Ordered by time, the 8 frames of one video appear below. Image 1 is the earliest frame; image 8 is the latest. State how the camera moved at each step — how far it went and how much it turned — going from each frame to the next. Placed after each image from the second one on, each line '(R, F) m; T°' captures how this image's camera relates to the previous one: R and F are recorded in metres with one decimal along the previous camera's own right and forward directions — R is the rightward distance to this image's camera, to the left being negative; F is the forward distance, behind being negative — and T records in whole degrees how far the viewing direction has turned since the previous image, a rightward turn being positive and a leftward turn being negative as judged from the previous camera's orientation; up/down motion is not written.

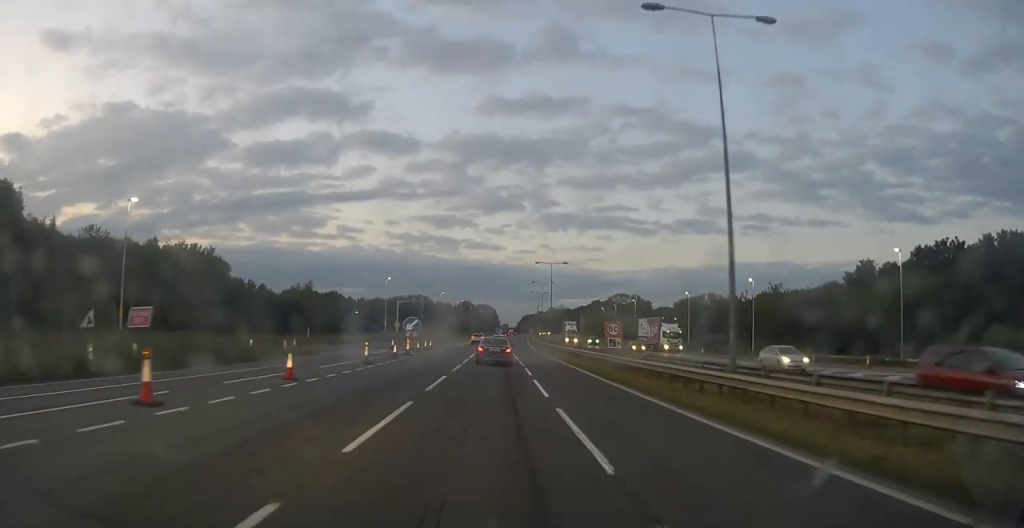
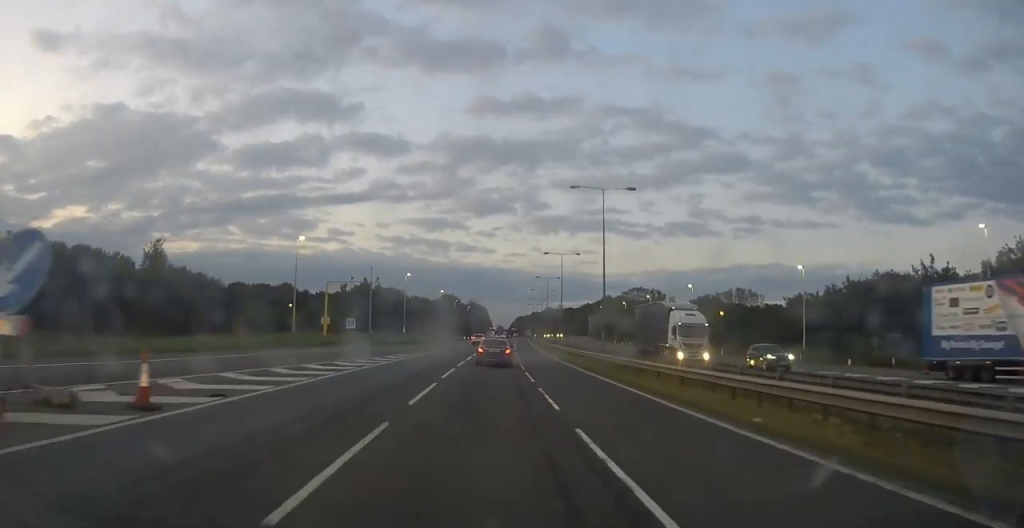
(+0.3, +48.2) m; +1°
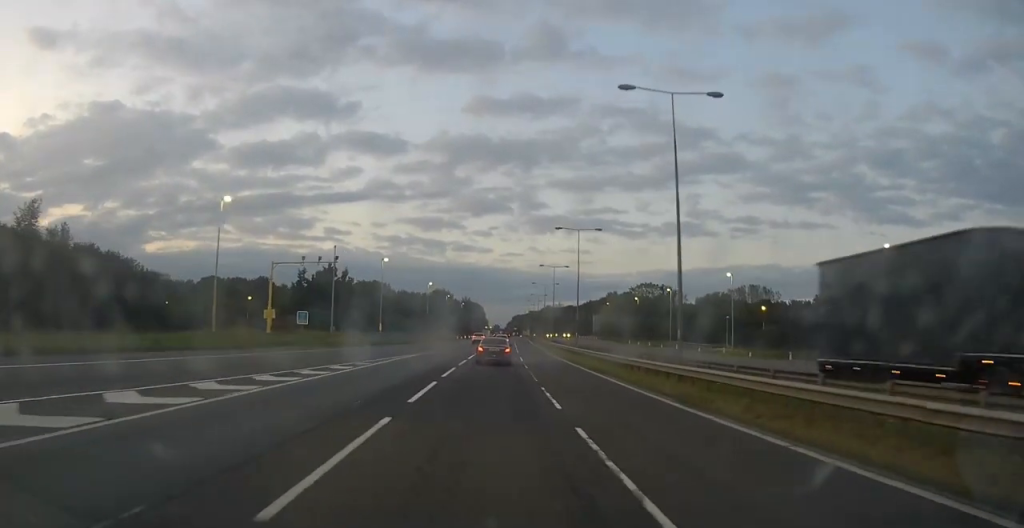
(0.0, +18.3) m; 0°
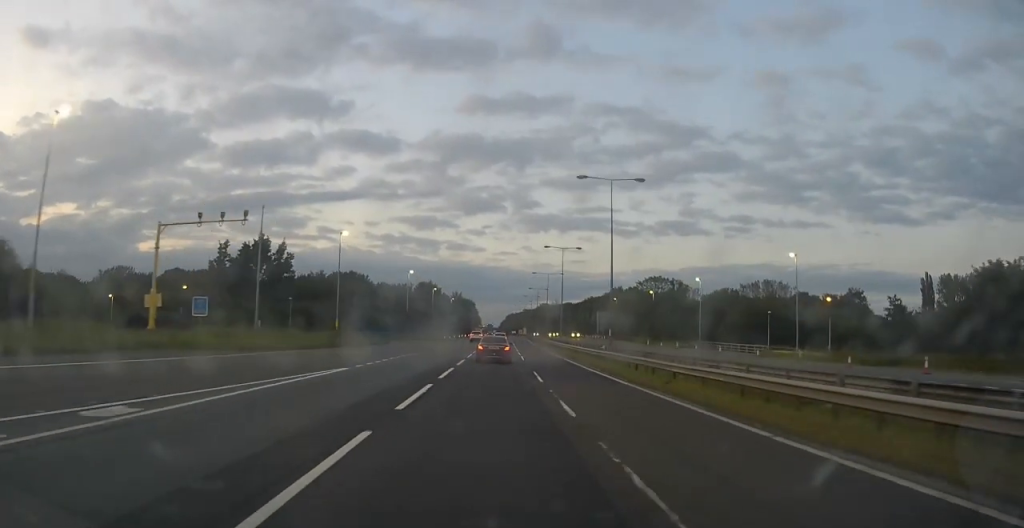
(+0.1, +19.8) m; 0°
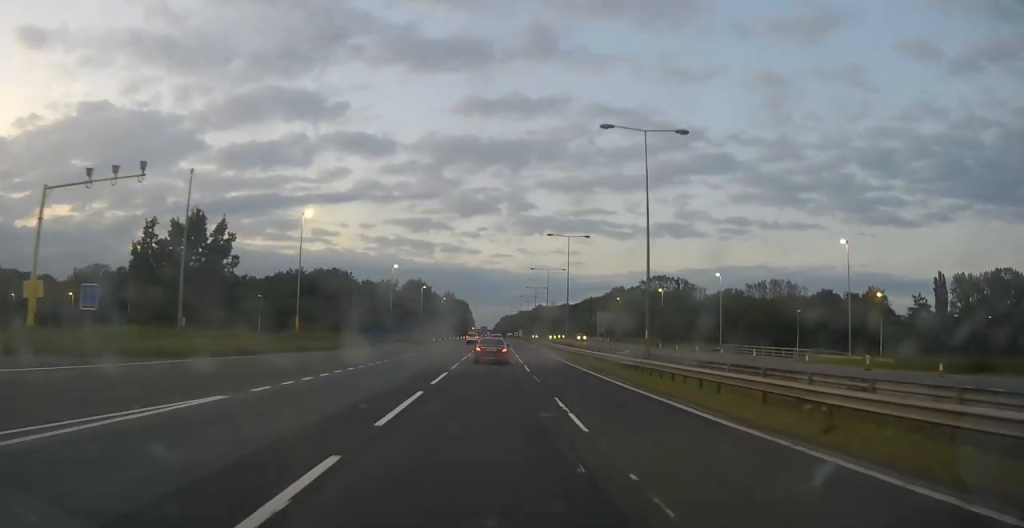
(0.0, +11.0) m; 0°
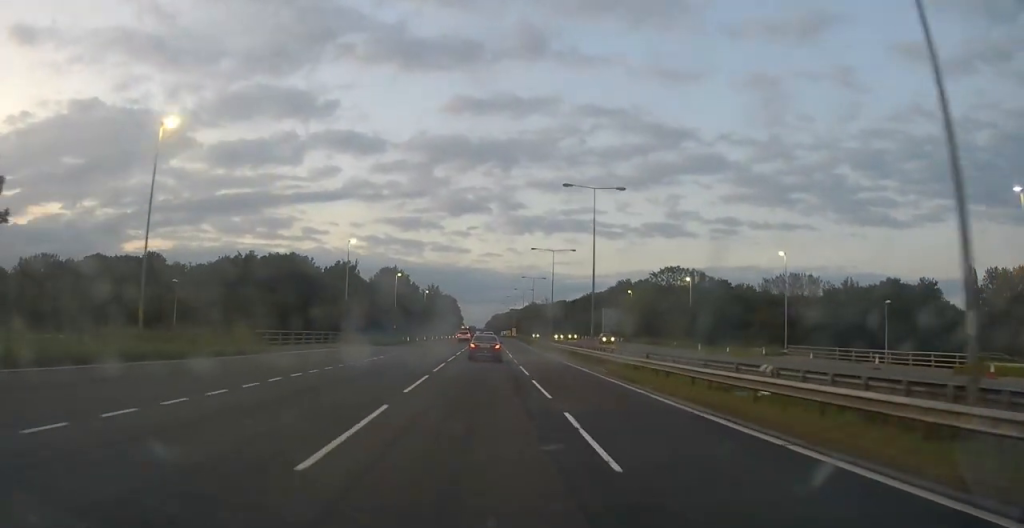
(+0.2, +22.2) m; +1°
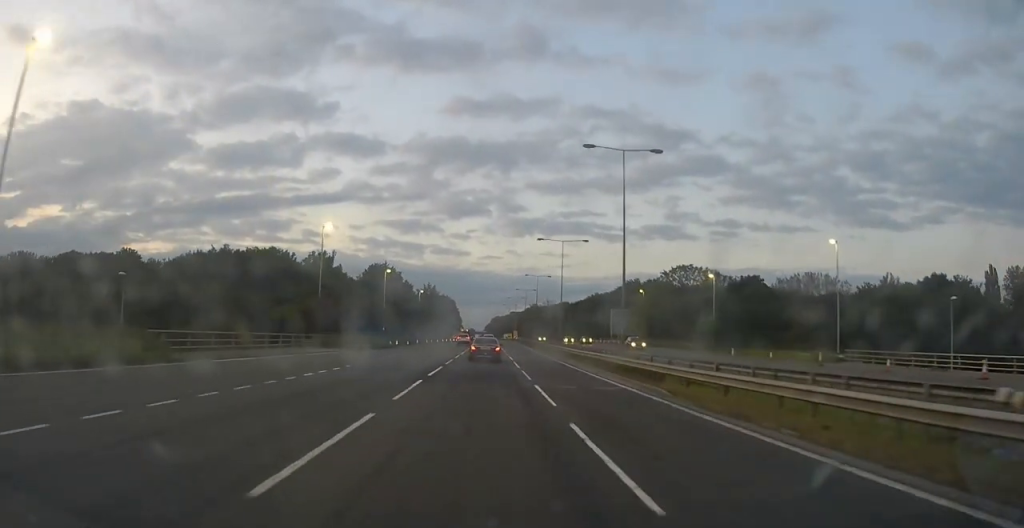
(0.0, +10.5) m; 0°
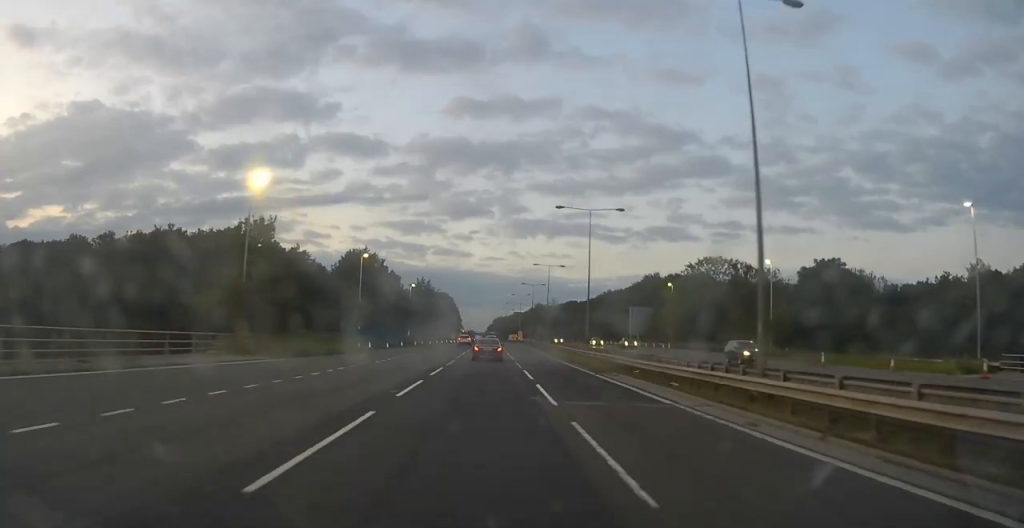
(+0.1, +18.1) m; 0°
